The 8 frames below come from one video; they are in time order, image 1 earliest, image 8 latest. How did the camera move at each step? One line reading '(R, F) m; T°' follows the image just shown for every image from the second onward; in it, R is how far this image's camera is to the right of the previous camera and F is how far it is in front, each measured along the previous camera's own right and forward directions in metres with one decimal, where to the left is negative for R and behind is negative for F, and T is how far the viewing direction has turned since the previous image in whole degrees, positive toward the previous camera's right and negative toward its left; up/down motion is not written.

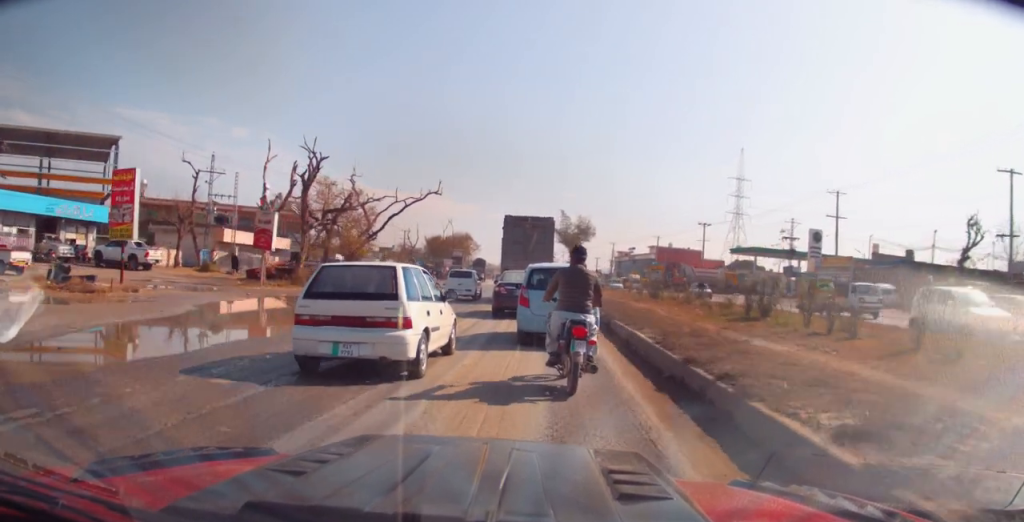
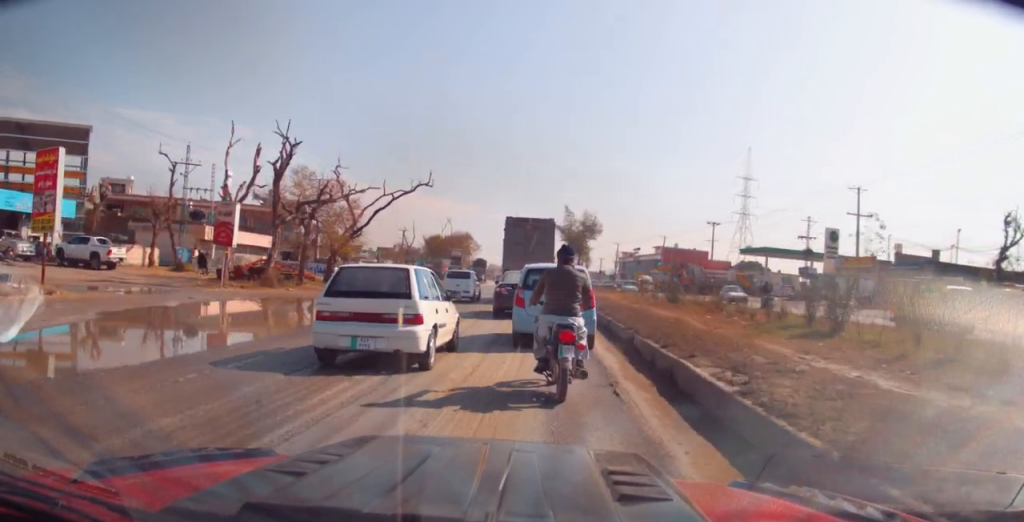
(+0.2, +4.3) m; +1°
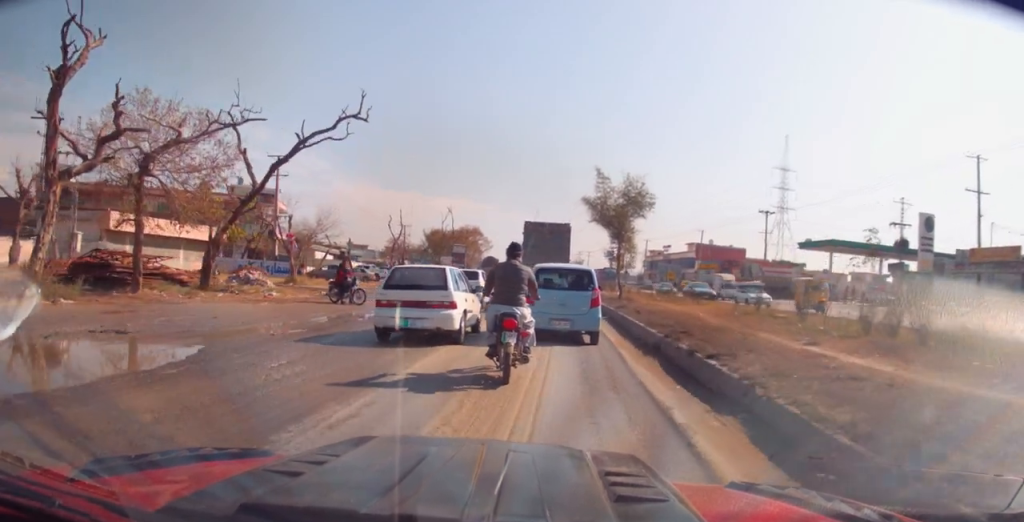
(-1.4, +17.6) m; -5°
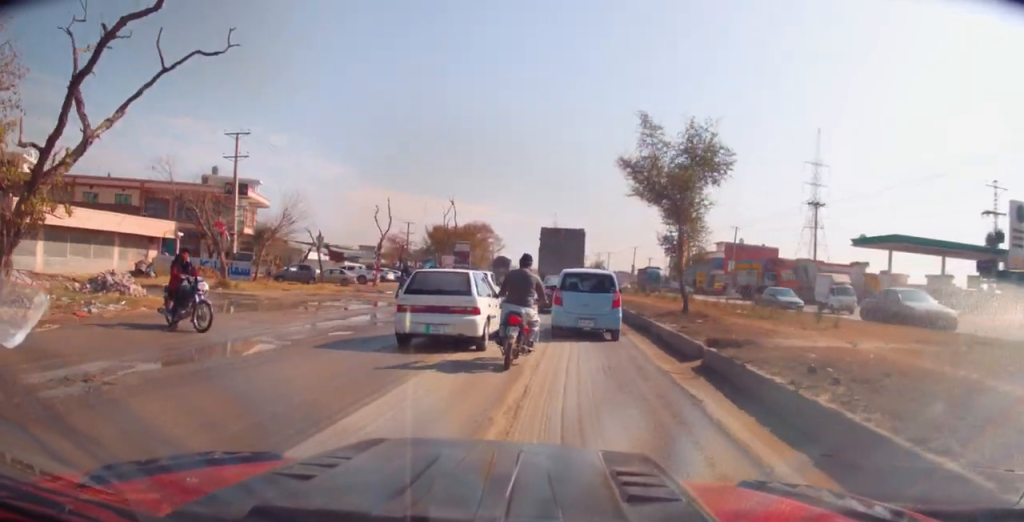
(0.0, +11.2) m; 0°
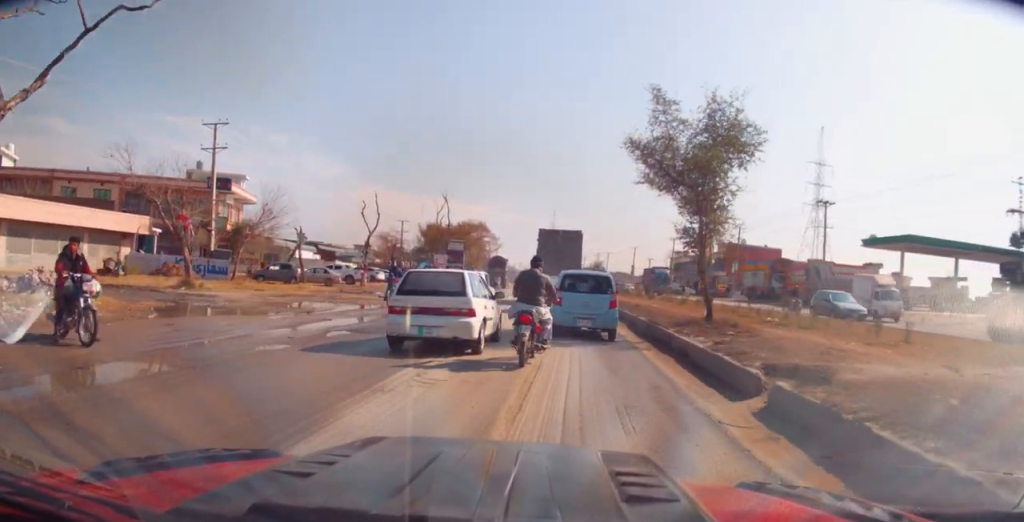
(-0.1, +3.3) m; 0°
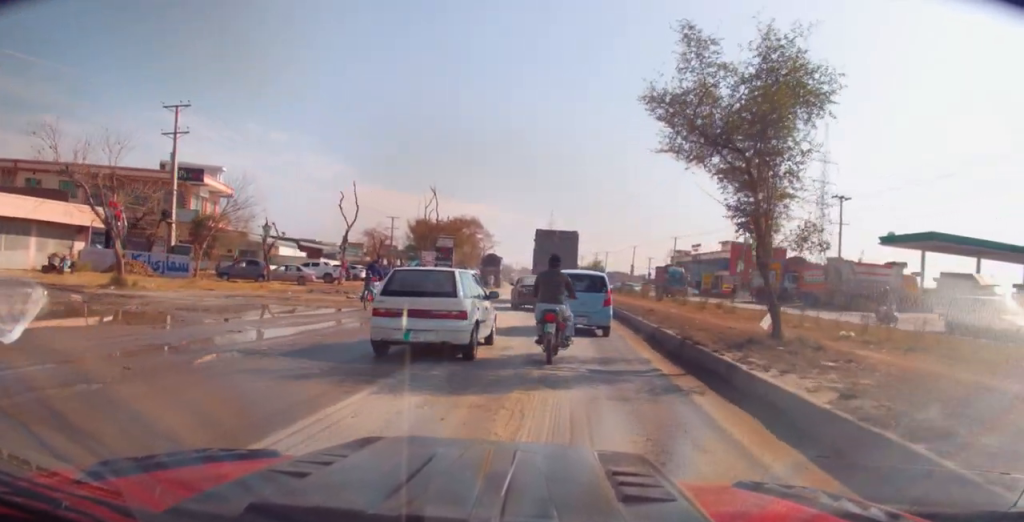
(+0.2, +4.6) m; 0°
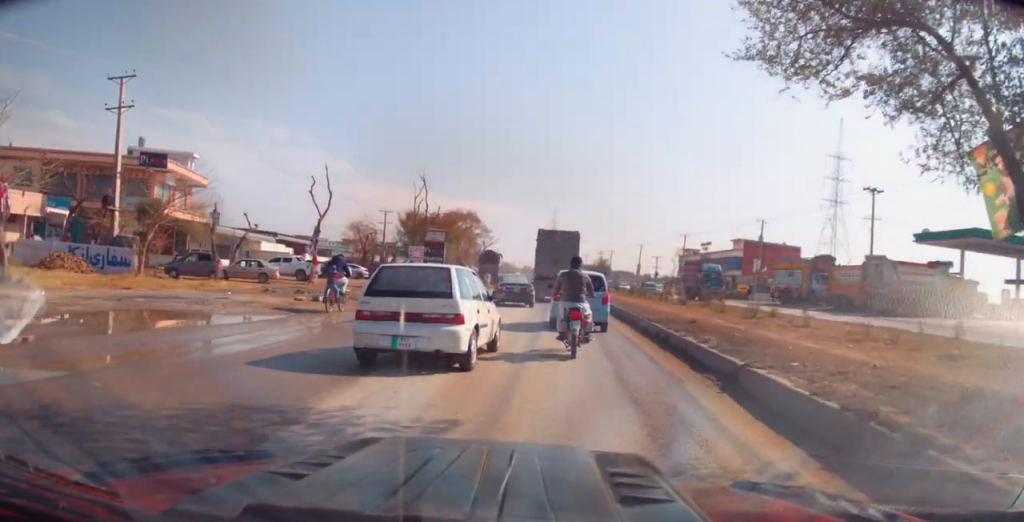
(0.0, +6.5) m; -1°
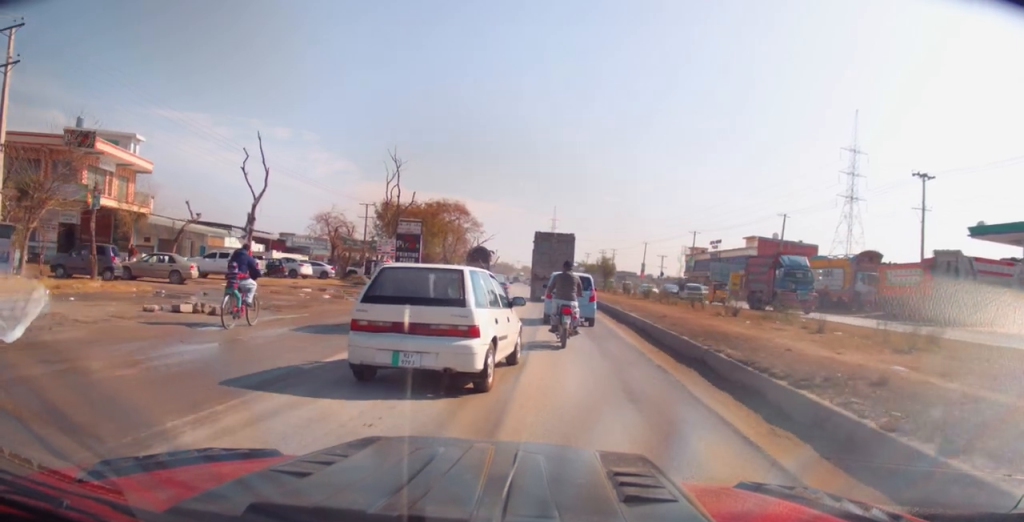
(-0.2, +9.2) m; 0°
